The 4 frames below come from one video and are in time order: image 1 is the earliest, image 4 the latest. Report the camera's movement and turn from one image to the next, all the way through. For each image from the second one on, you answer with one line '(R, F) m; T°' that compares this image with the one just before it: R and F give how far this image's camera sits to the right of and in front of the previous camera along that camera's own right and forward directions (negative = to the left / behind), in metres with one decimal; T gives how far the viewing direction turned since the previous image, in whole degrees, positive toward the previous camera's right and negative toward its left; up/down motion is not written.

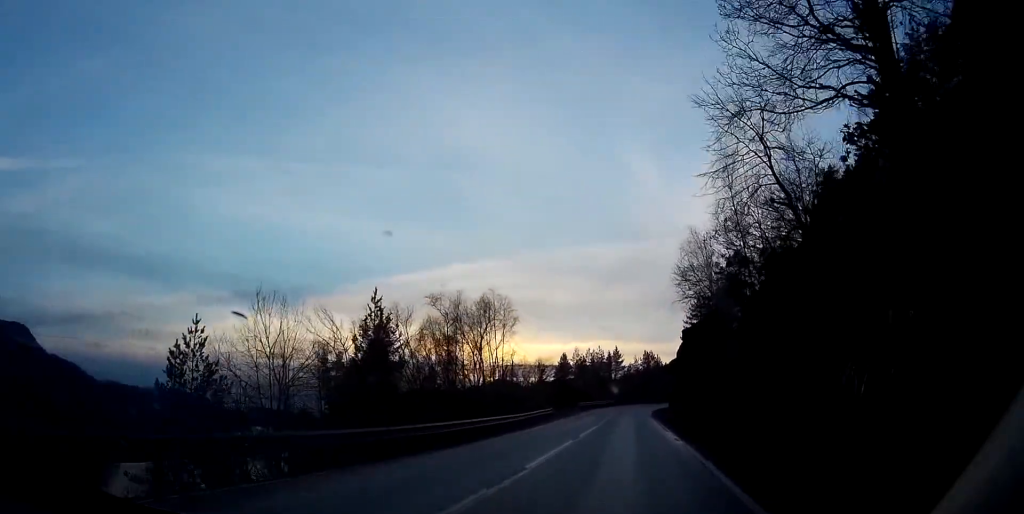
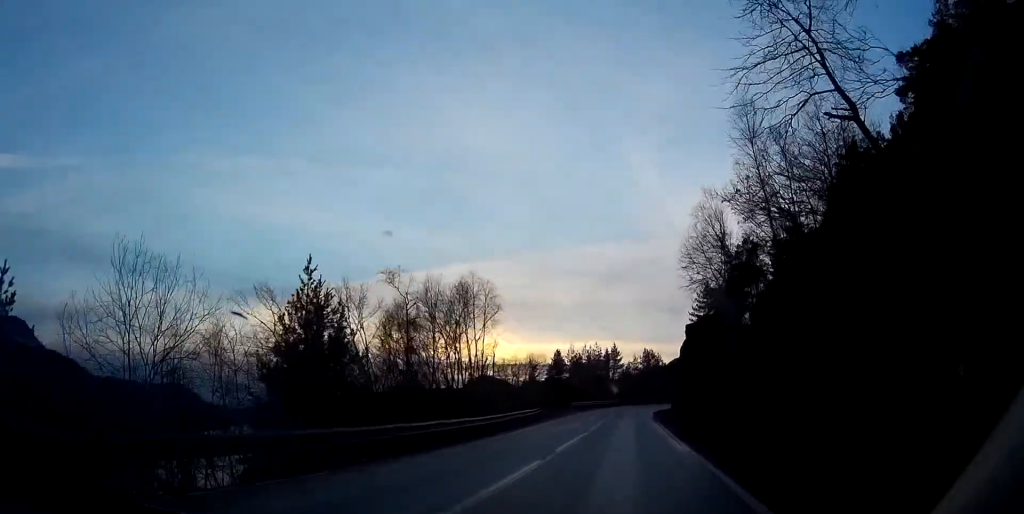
(0.0, +7.6) m; 0°
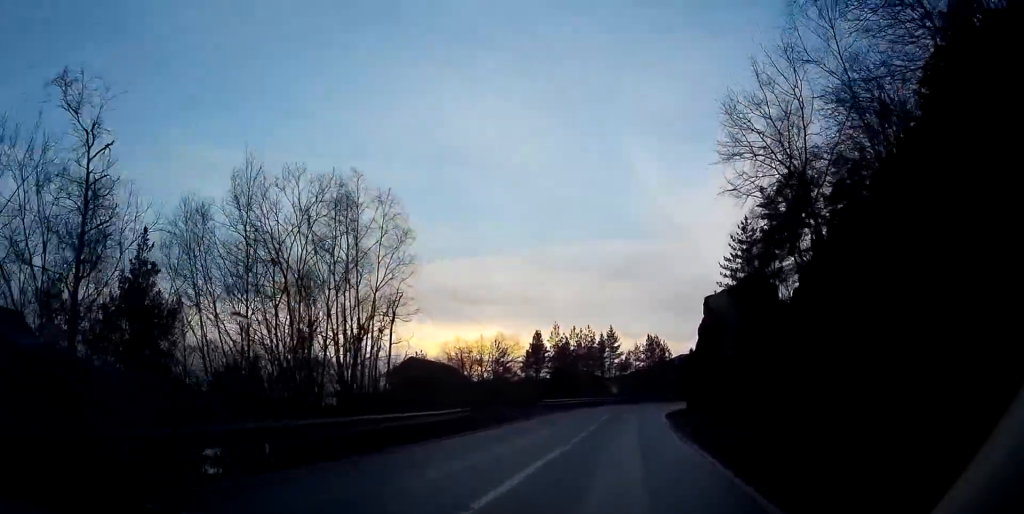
(+0.1, +22.4) m; +1°
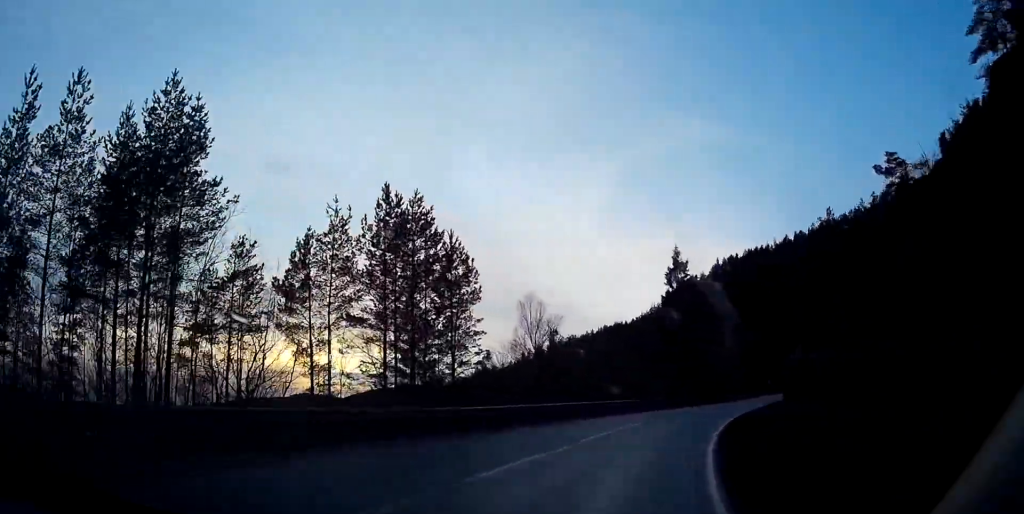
(+5.4, +74.4) m; +12°
